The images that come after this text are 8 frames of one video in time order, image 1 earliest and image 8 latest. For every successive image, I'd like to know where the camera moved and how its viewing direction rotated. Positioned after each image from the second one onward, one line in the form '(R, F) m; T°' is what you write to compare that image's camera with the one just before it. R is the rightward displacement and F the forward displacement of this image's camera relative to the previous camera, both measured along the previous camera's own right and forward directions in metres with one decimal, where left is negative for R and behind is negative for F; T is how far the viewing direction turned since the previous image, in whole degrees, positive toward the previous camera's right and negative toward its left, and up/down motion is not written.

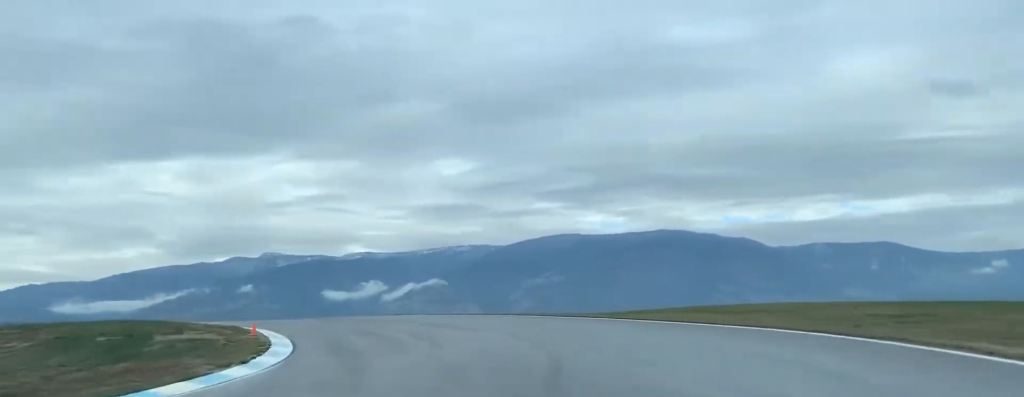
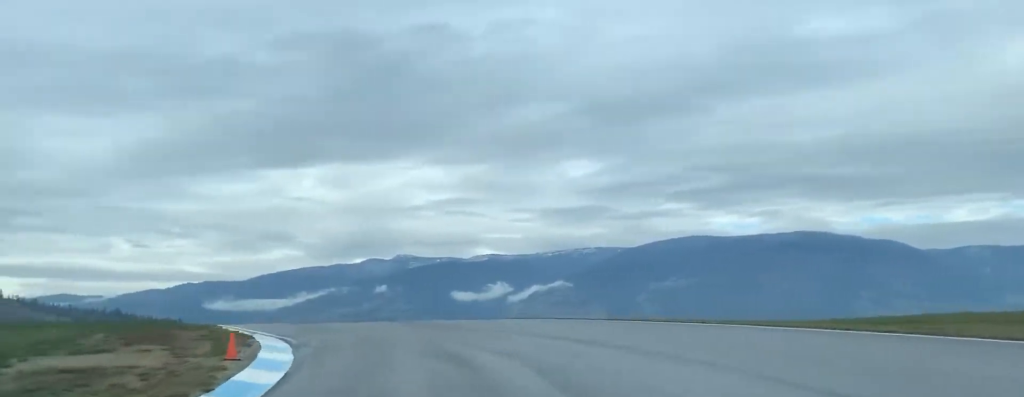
(-1.6, +15.2) m; -9°
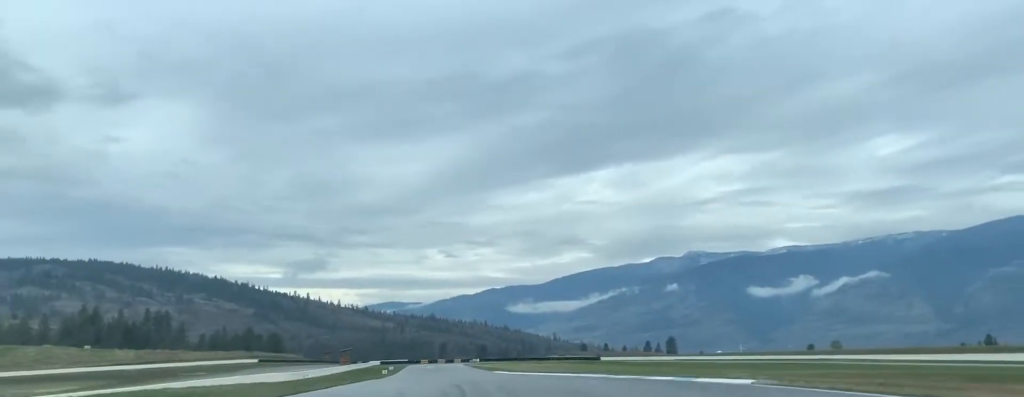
(-7.3, +39.6) m; -17°
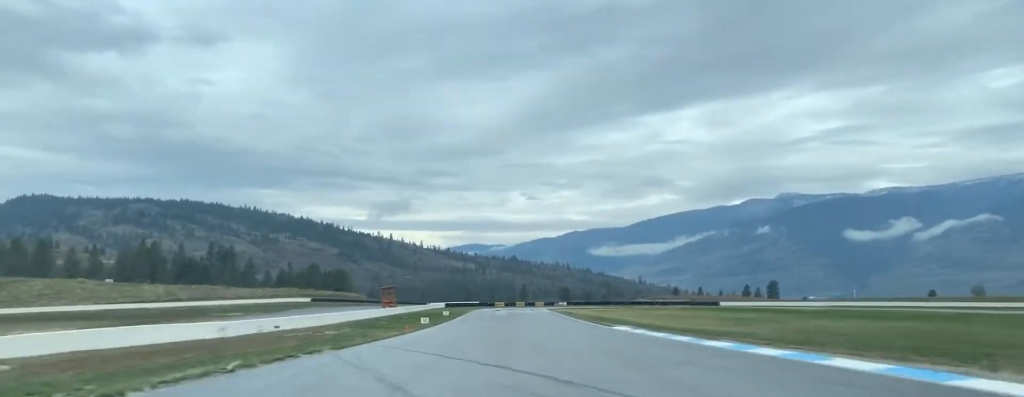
(-2.7, +46.0) m; -5°
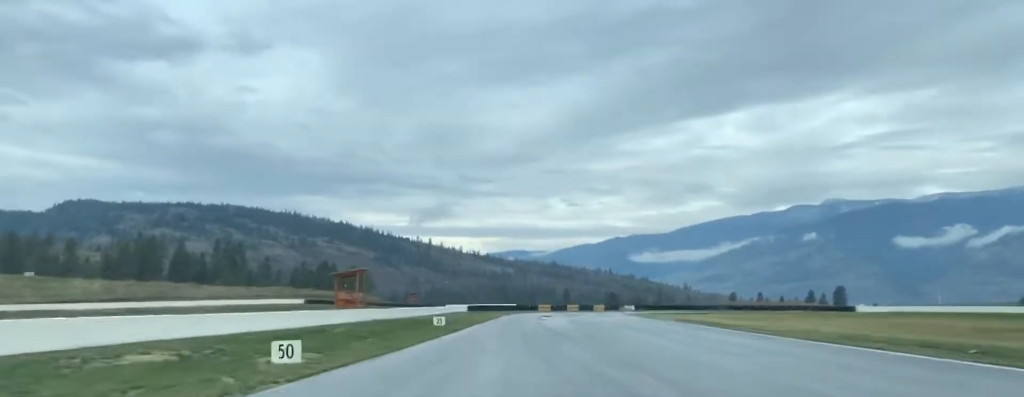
(-1.3, +49.3) m; -3°
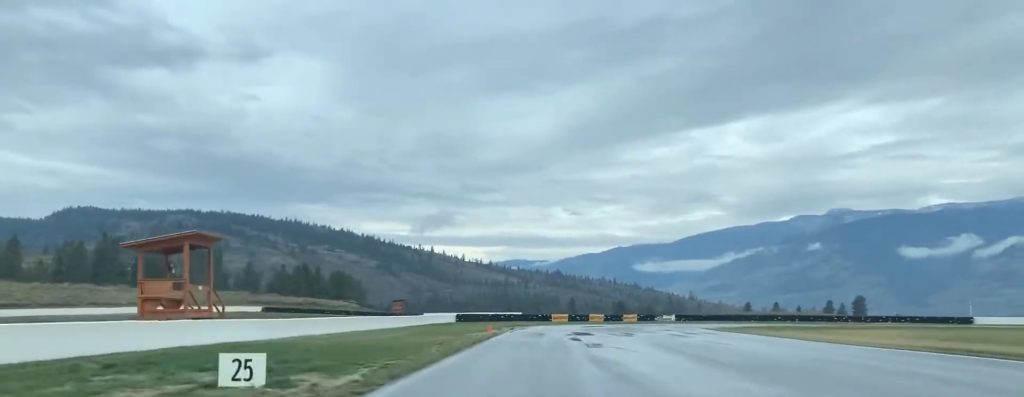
(-0.3, +33.2) m; +1°
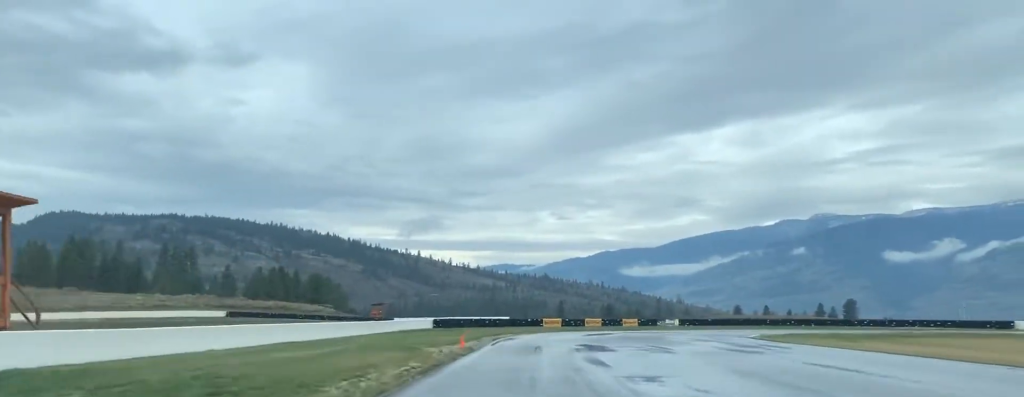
(-0.2, +12.2) m; +1°
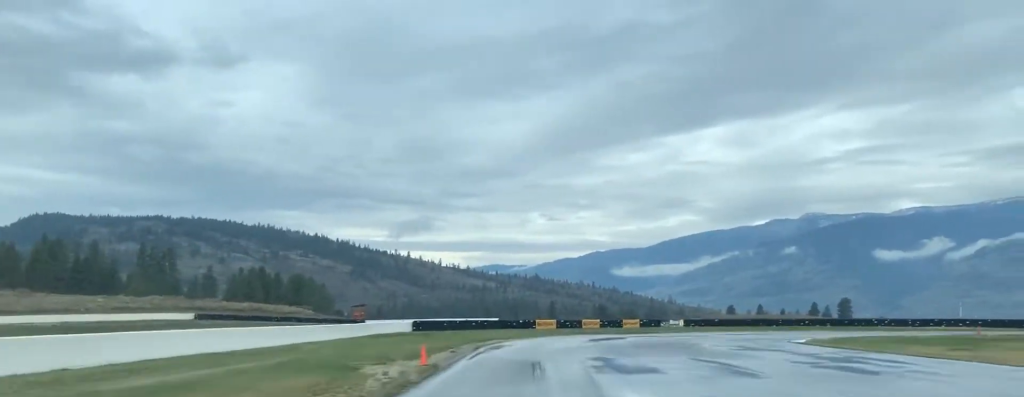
(+0.4, +8.8) m; +1°
